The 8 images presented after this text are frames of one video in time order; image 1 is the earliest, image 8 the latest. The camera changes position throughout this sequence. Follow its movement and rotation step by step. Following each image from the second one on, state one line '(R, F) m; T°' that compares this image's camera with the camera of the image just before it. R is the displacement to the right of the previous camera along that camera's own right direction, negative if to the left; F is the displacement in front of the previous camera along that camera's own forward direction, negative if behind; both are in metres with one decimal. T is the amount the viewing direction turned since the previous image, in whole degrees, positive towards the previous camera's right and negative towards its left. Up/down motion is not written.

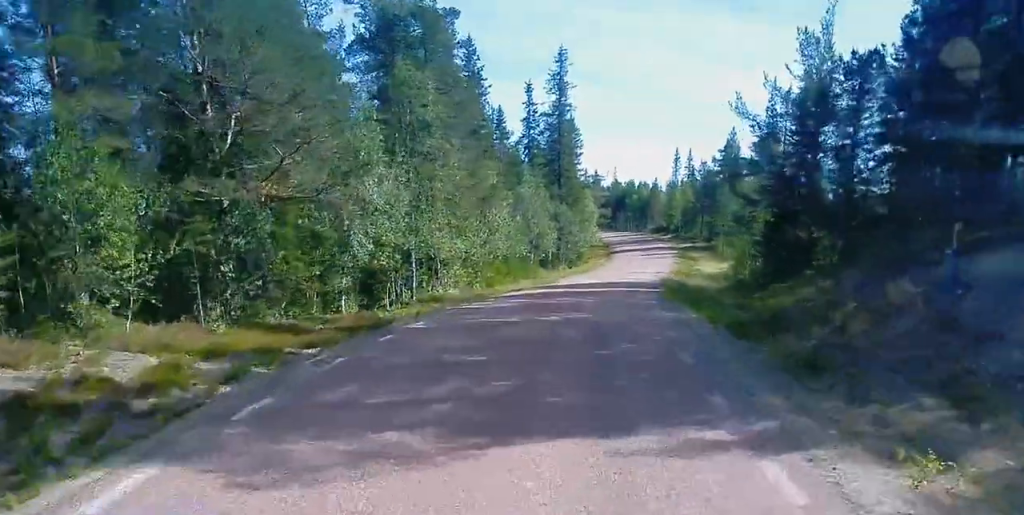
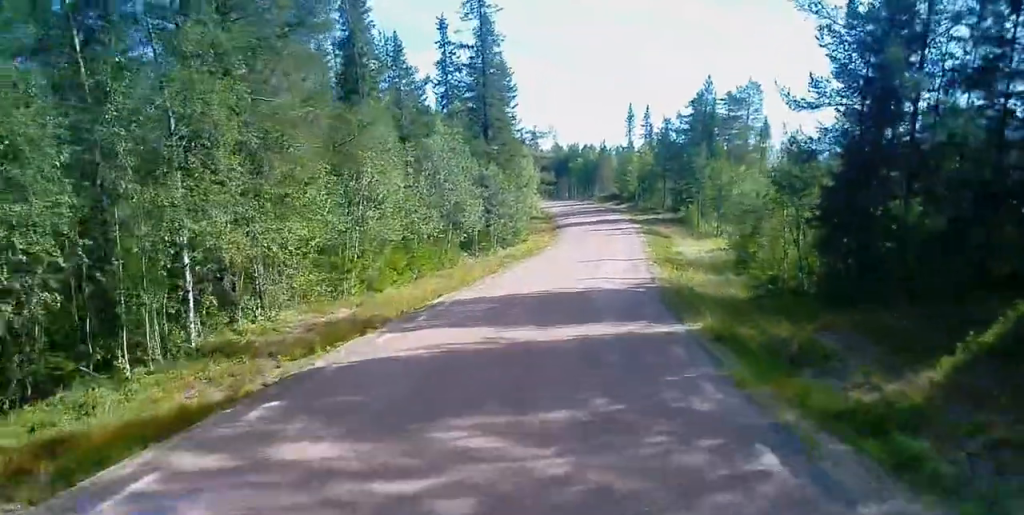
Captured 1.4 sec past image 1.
(+0.9, +18.3) m; +4°
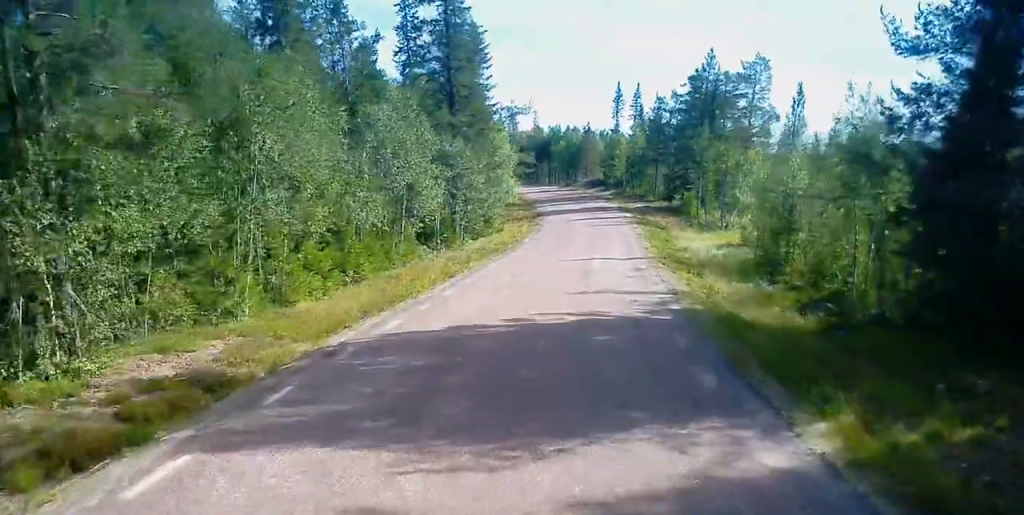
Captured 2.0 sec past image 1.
(+0.1, +9.0) m; +1°
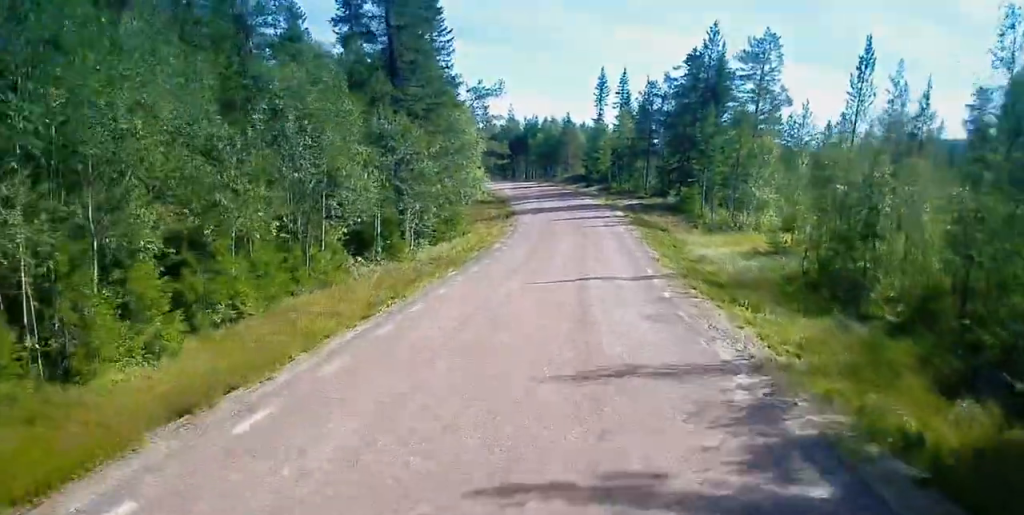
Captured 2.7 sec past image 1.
(0.0, +10.2) m; 0°
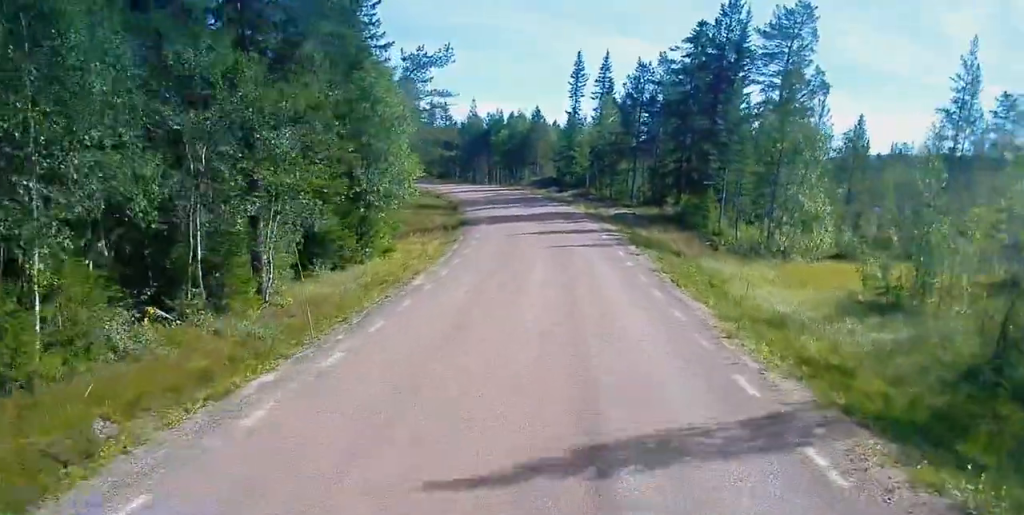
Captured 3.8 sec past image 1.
(0.0, +14.9) m; 0°
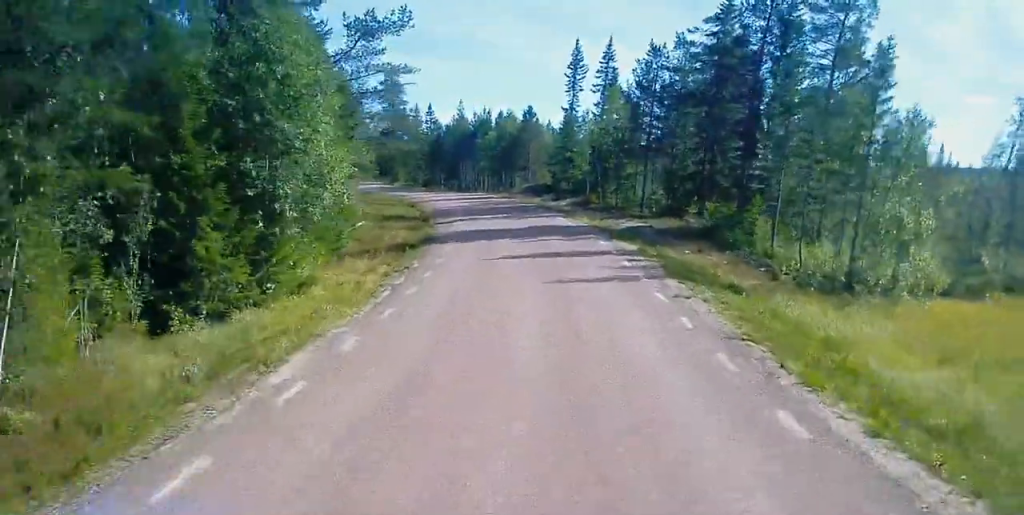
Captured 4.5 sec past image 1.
(0.0, +10.7) m; 0°
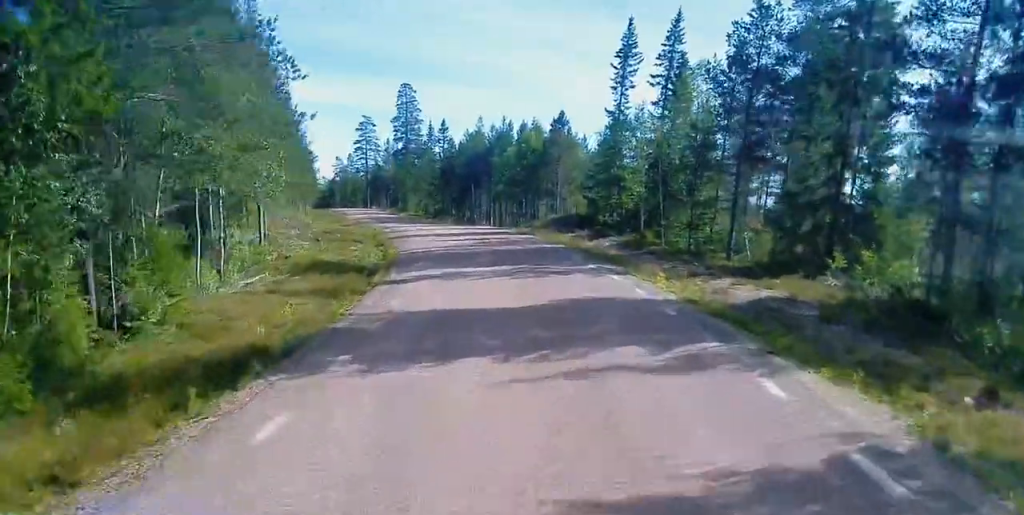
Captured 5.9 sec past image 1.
(0.0, +19.4) m; 0°
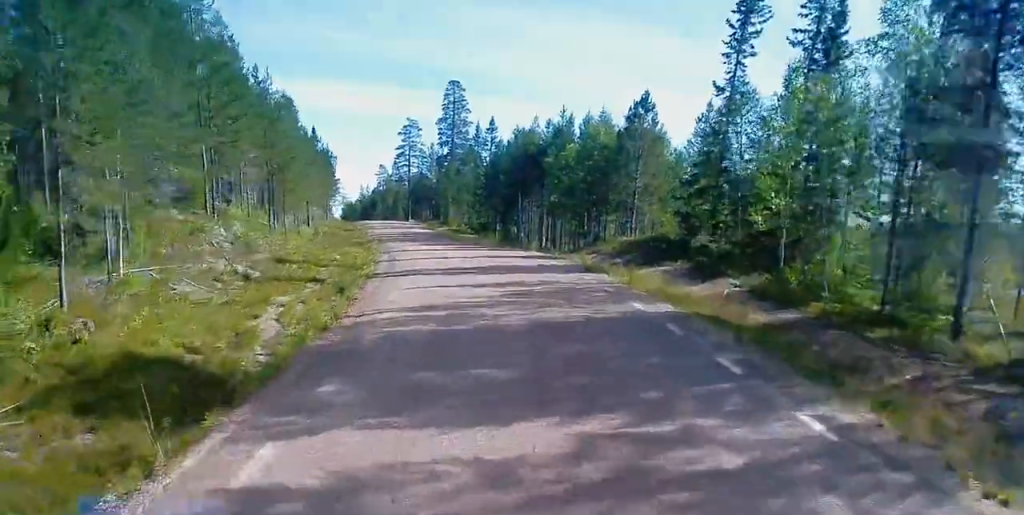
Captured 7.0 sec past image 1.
(0.0, +16.2) m; 0°
